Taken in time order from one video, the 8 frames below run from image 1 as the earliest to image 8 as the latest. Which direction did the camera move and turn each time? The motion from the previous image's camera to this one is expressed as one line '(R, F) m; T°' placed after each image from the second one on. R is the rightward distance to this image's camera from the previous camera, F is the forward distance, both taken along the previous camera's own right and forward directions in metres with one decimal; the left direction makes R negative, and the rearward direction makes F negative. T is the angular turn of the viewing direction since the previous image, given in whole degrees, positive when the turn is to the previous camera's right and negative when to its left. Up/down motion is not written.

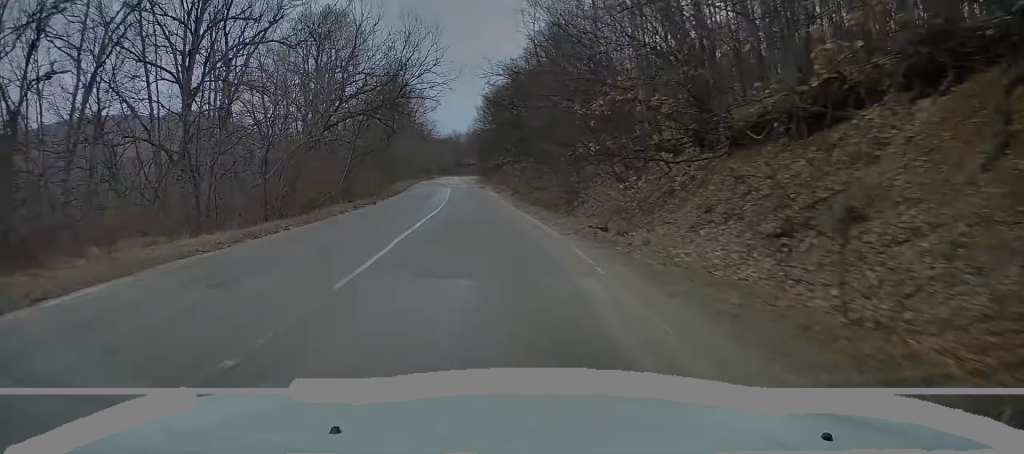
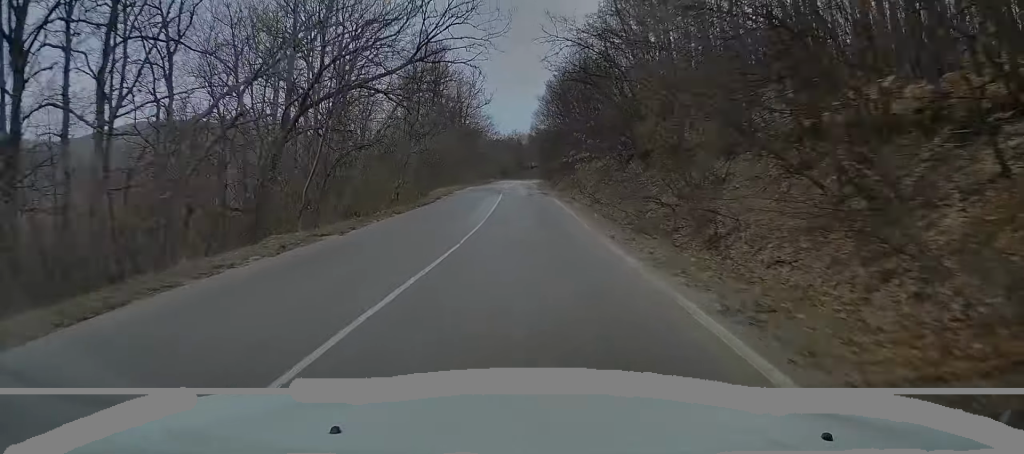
(-0.6, +13.1) m; -6°
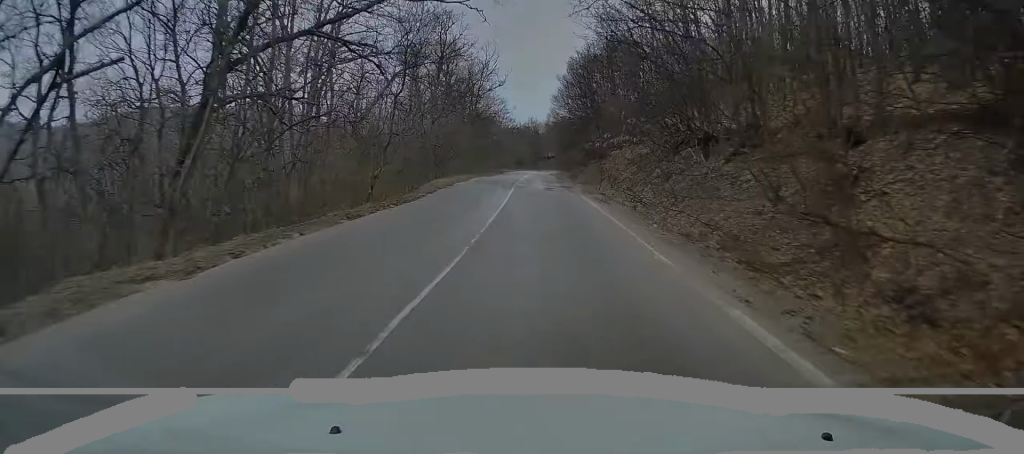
(-0.4, +7.4) m; -2°
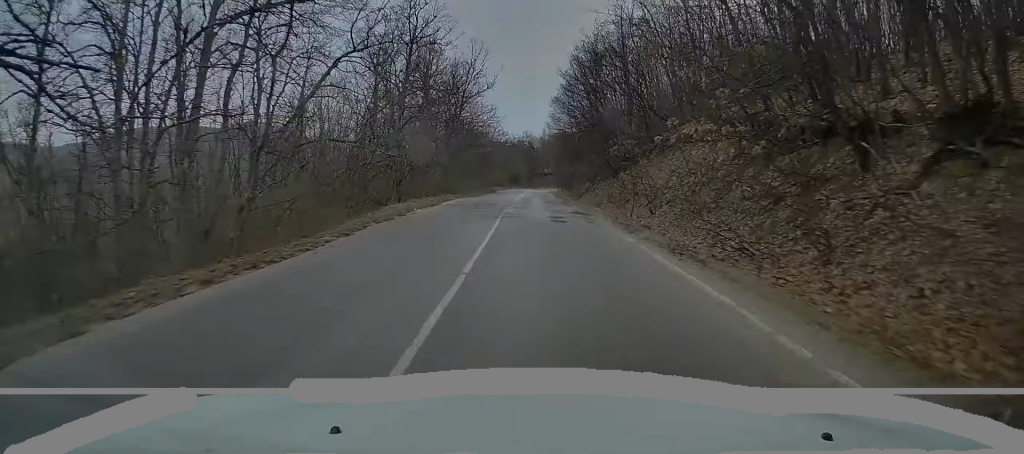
(-0.2, +11.5) m; -1°
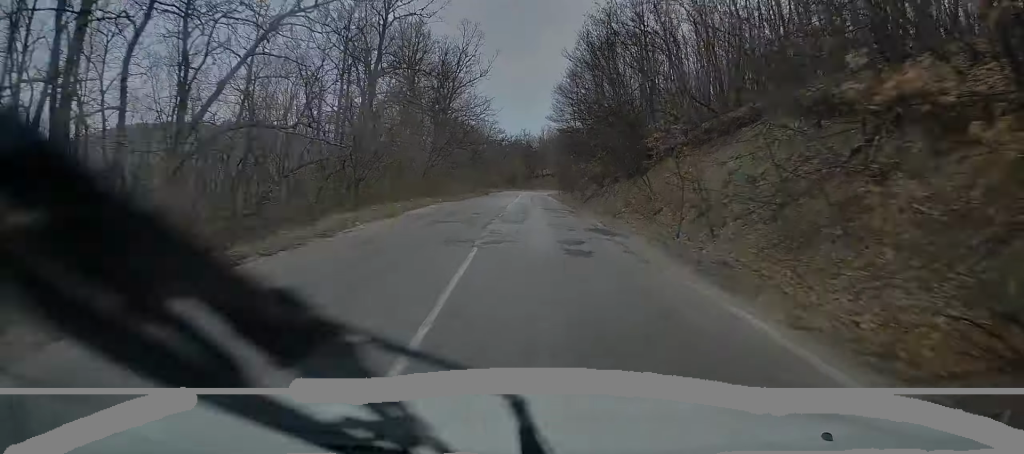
(0.0, +7.4) m; 0°
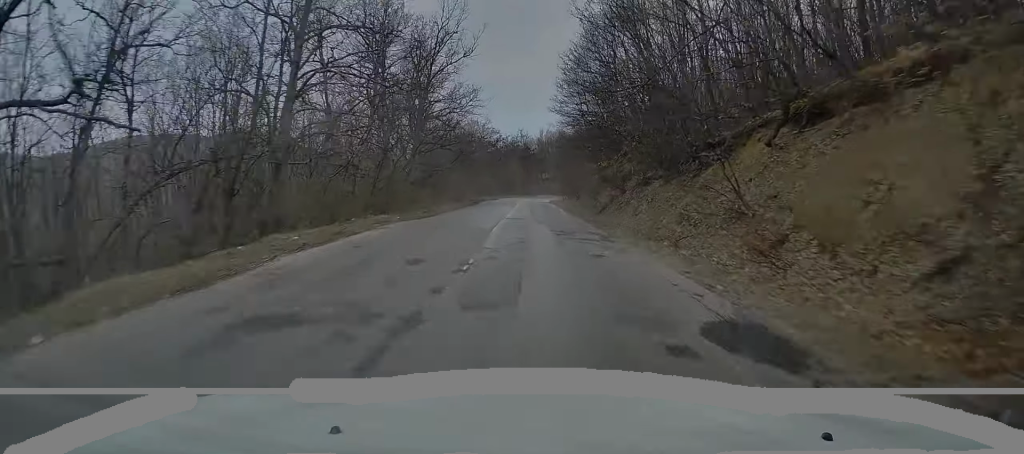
(0.0, +10.8) m; +1°
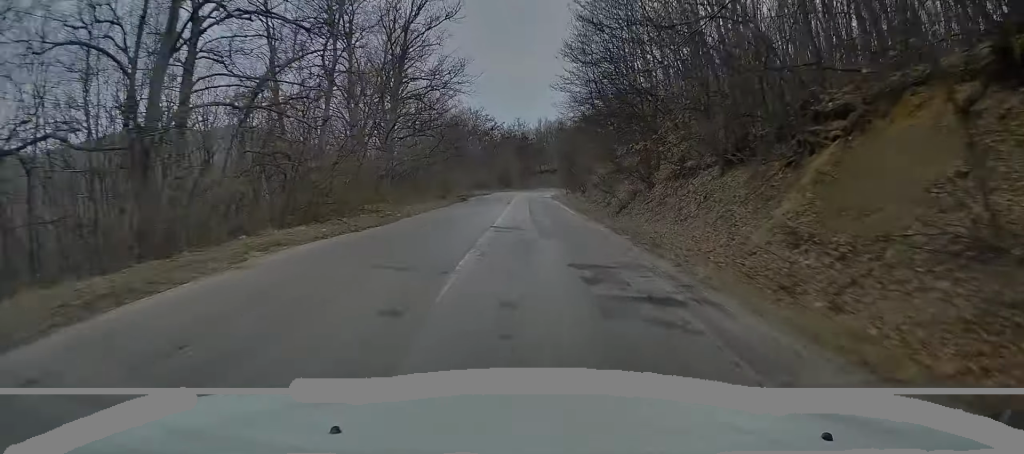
(+0.2, +8.5) m; +1°
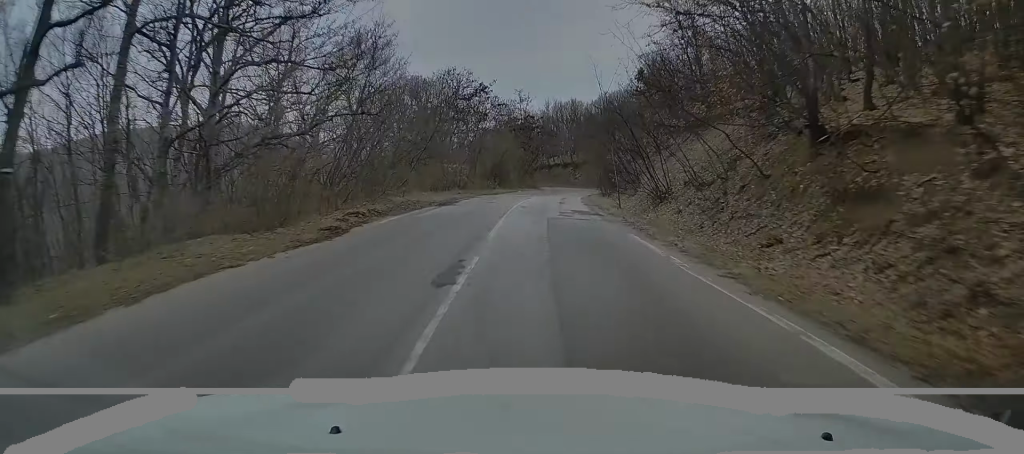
(-0.5, +29.7) m; -2°
